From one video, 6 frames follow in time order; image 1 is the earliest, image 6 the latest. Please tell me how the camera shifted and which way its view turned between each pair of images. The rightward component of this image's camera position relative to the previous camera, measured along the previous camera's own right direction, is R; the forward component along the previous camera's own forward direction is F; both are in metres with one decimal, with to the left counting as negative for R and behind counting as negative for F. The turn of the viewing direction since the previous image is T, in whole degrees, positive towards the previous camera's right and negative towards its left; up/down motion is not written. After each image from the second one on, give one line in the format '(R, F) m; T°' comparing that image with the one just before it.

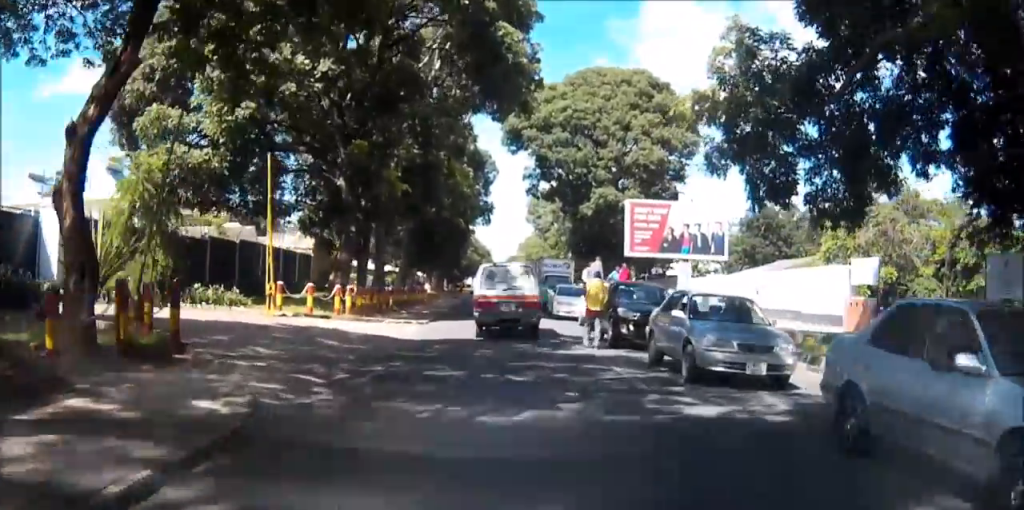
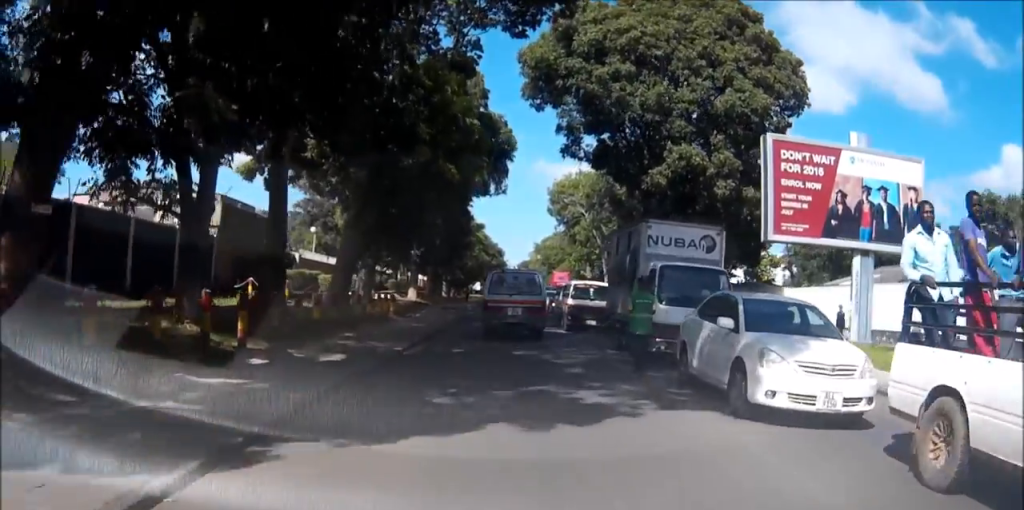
(-0.2, +21.5) m; -2°
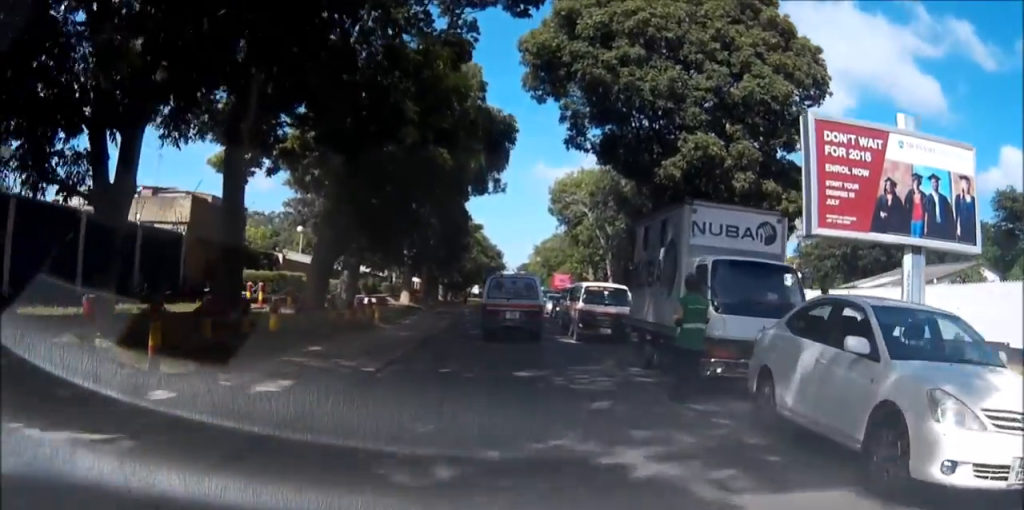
(0.0, +3.3) m; -1°
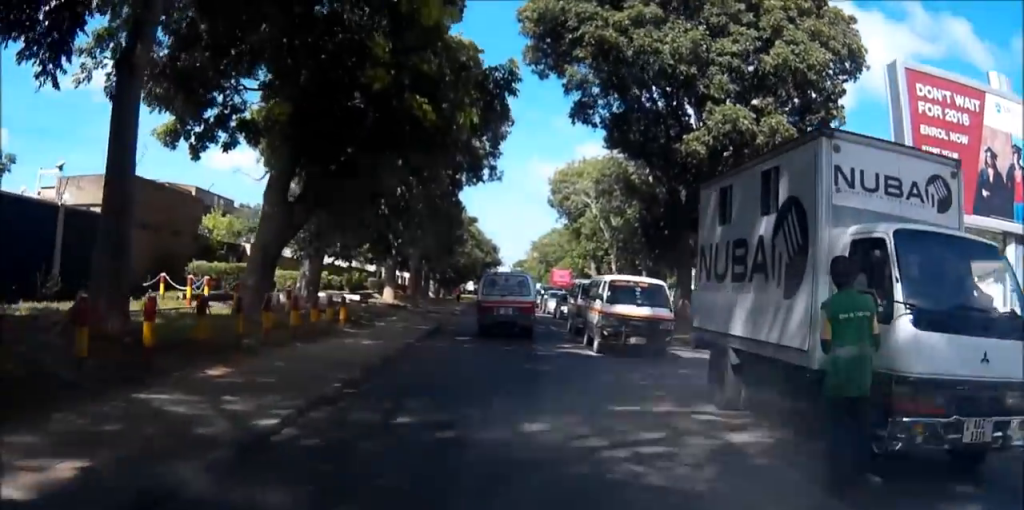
(-0.1, +5.4) m; 0°
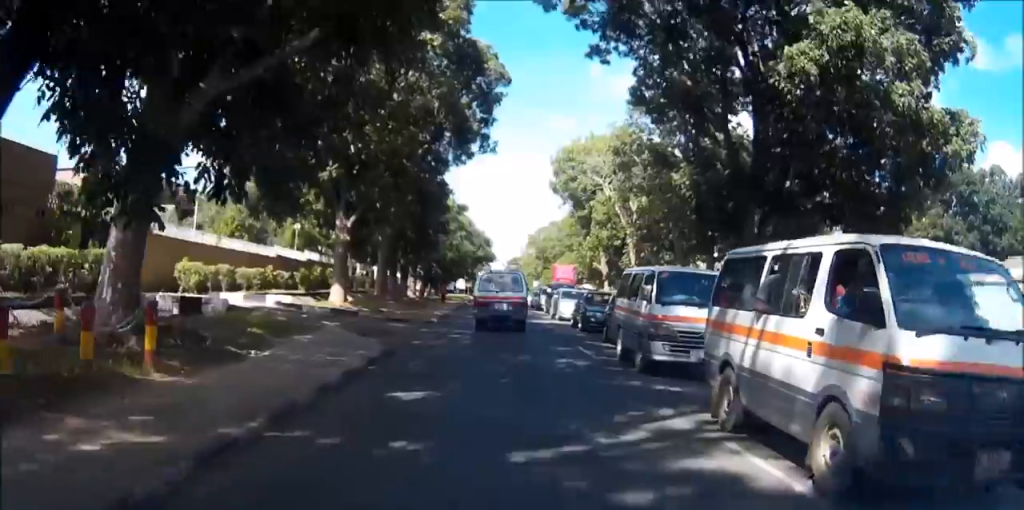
(+0.1, +12.1) m; +1°
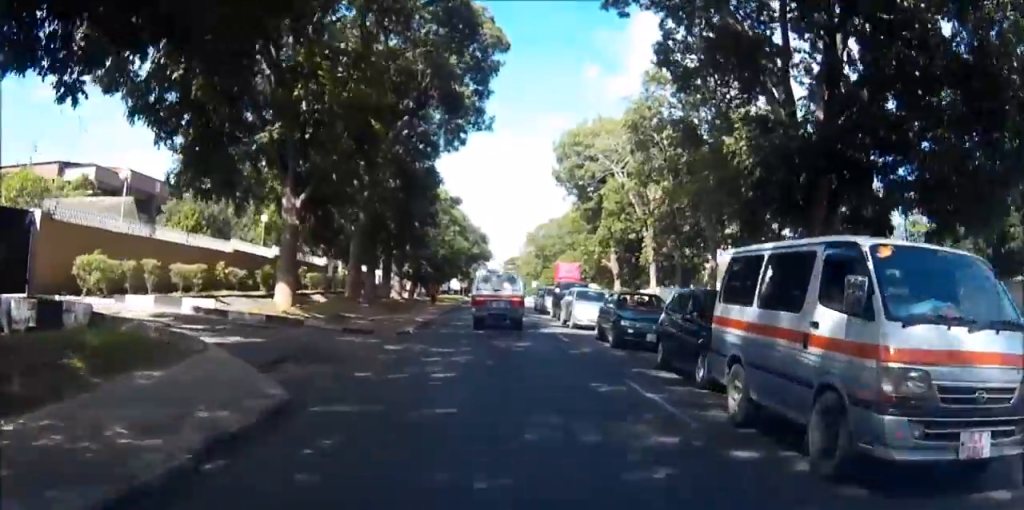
(0.0, +7.0) m; +1°
